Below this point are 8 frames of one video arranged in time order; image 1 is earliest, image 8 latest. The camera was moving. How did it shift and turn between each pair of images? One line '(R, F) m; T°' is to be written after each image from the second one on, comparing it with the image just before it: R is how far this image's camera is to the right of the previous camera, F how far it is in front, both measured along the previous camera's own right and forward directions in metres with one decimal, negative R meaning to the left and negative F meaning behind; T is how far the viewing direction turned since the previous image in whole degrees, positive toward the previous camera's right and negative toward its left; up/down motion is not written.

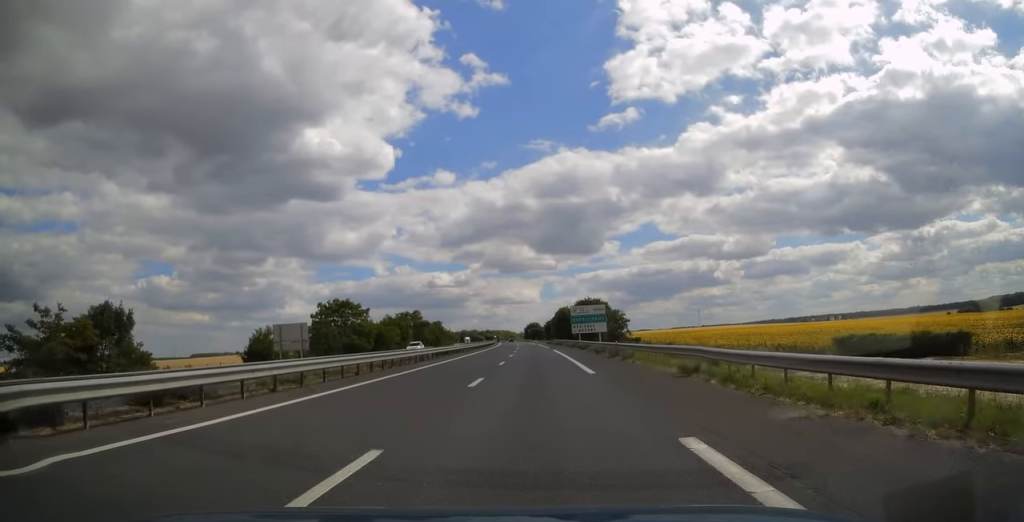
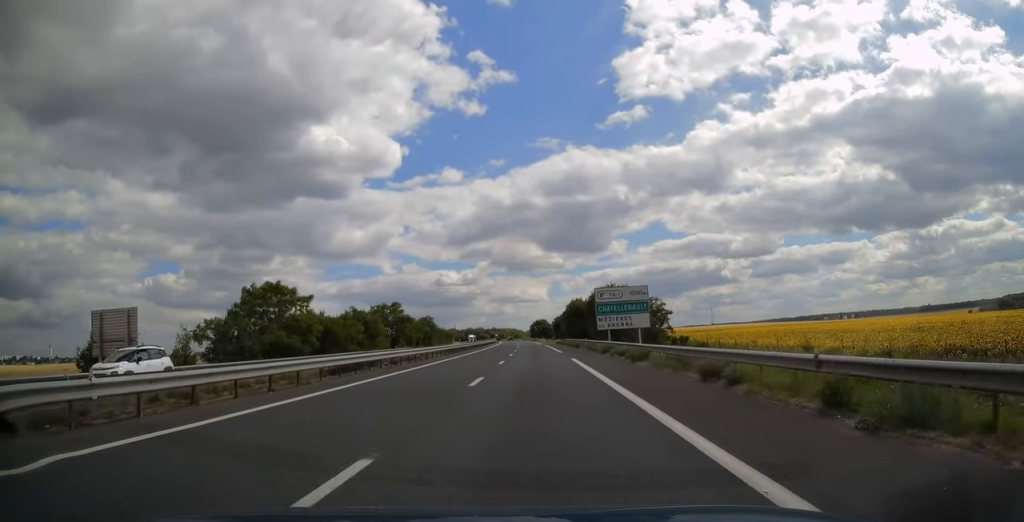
(-0.2, +26.6) m; -1°
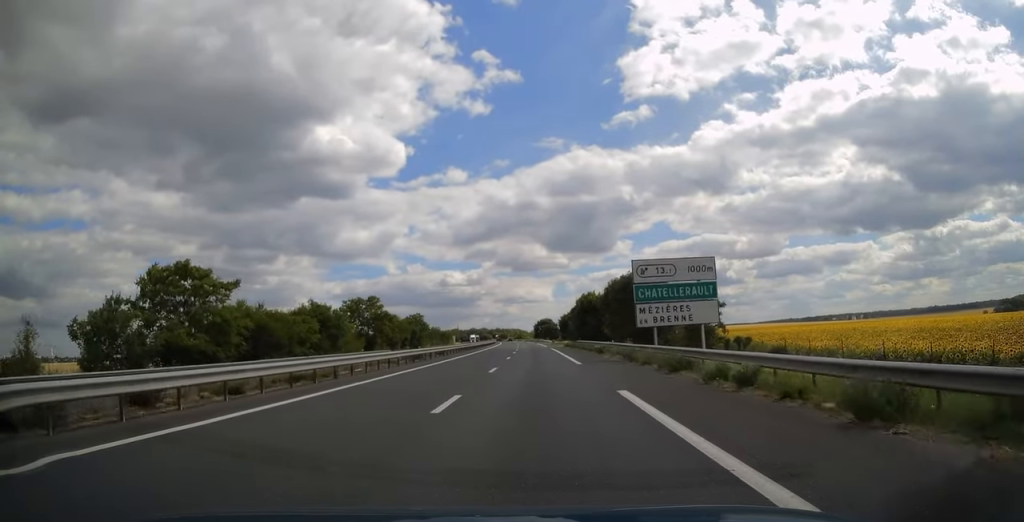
(-0.1, +18.7) m; 0°
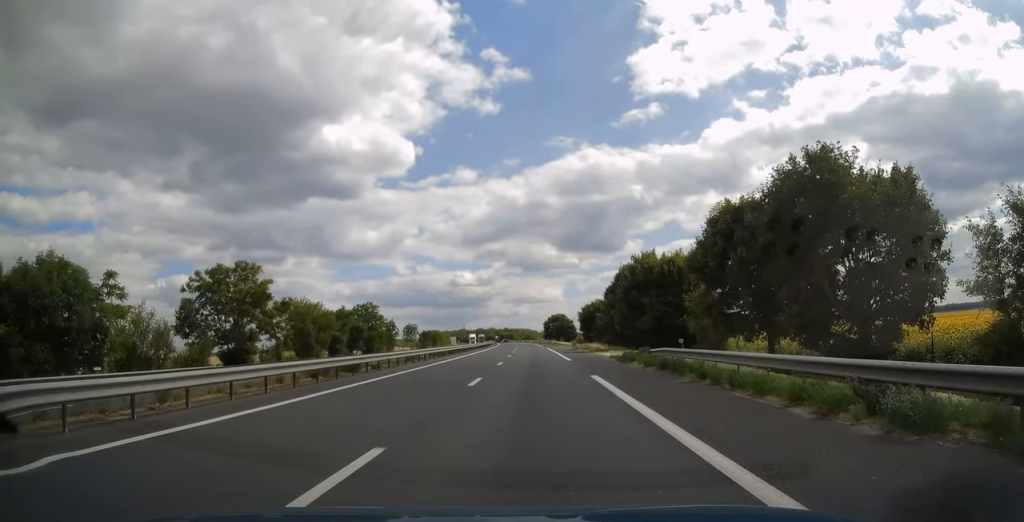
(-0.3, +45.6) m; -1°
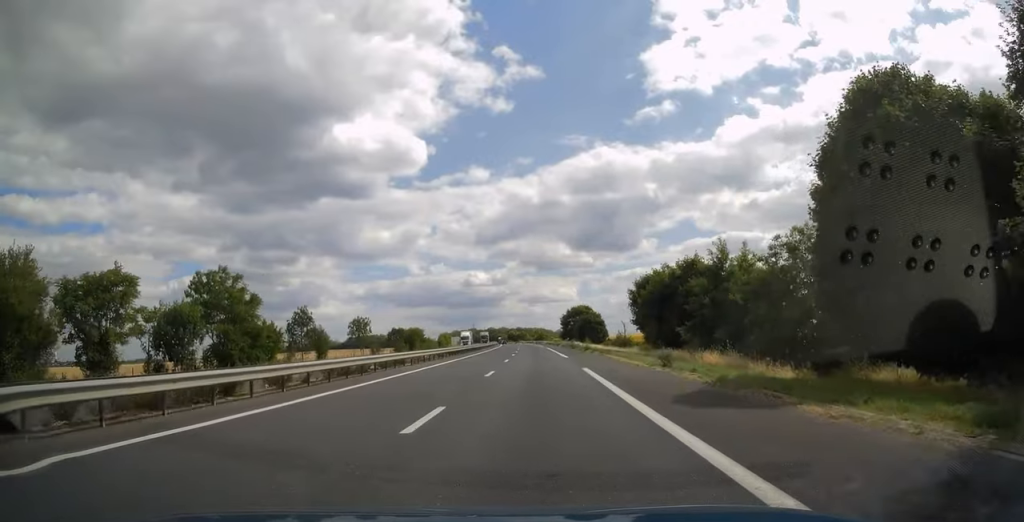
(-0.5, +47.3) m; -1°
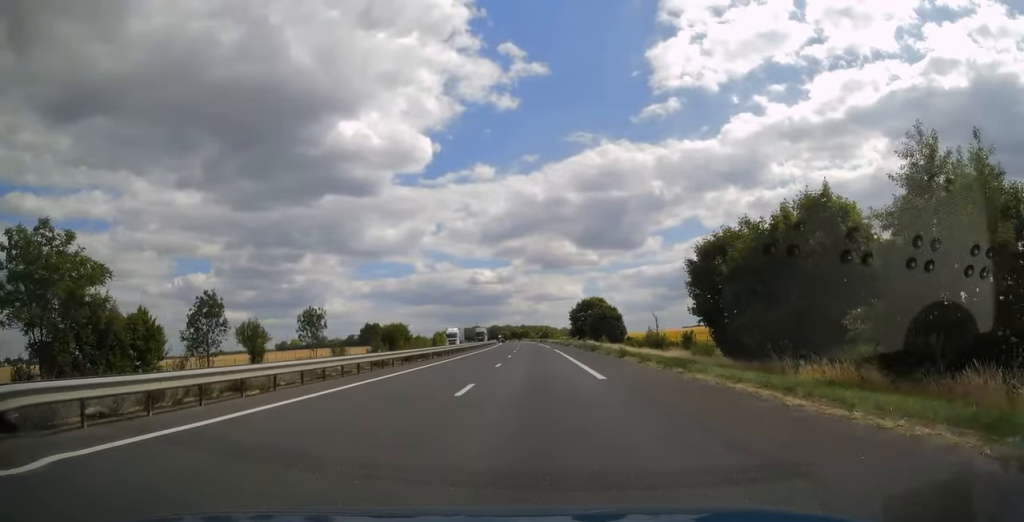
(-0.1, +20.7) m; 0°
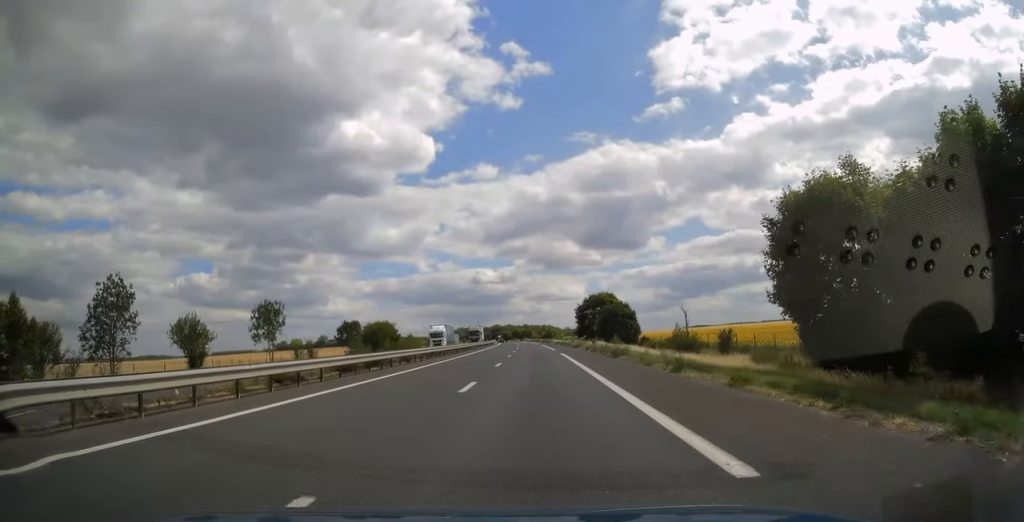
(0.0, +12.3) m; 0°
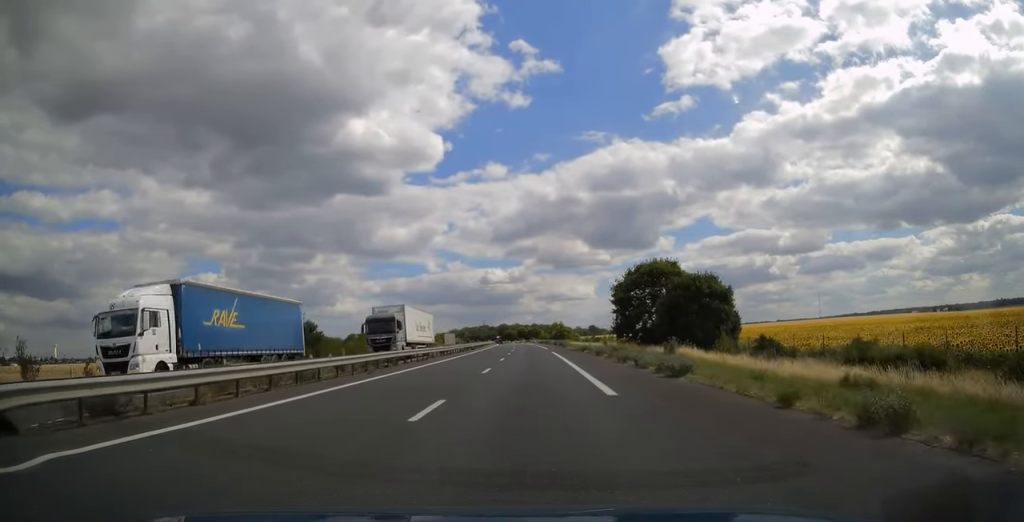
(-0.4, +43.9) m; -1°
